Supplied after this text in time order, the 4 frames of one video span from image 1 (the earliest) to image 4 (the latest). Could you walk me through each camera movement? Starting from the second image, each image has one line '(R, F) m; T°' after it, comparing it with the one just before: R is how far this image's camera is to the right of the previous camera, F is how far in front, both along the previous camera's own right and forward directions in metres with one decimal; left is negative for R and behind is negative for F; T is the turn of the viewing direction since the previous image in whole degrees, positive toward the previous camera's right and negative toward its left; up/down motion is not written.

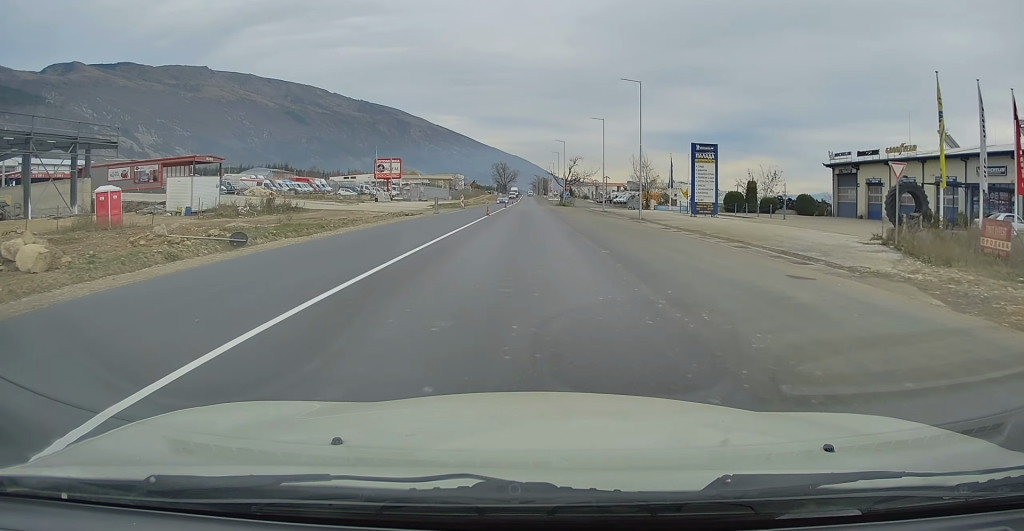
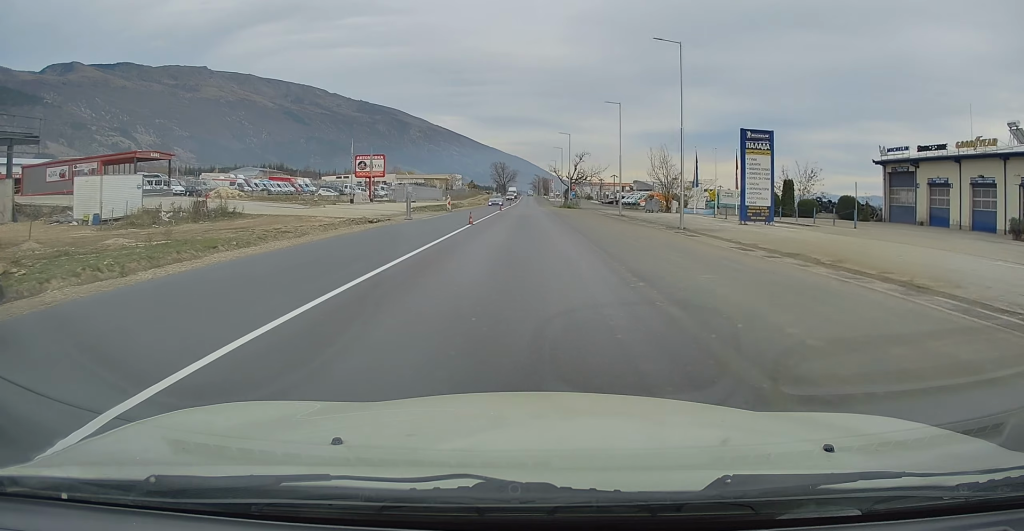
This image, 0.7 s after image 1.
(0.0, +10.7) m; 0°
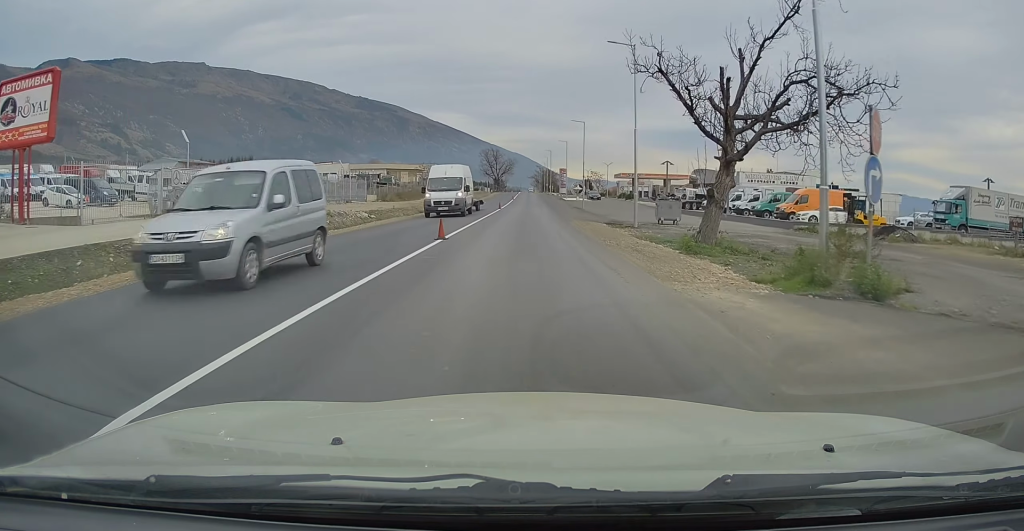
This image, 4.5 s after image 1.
(0.0, +62.1) m; 0°
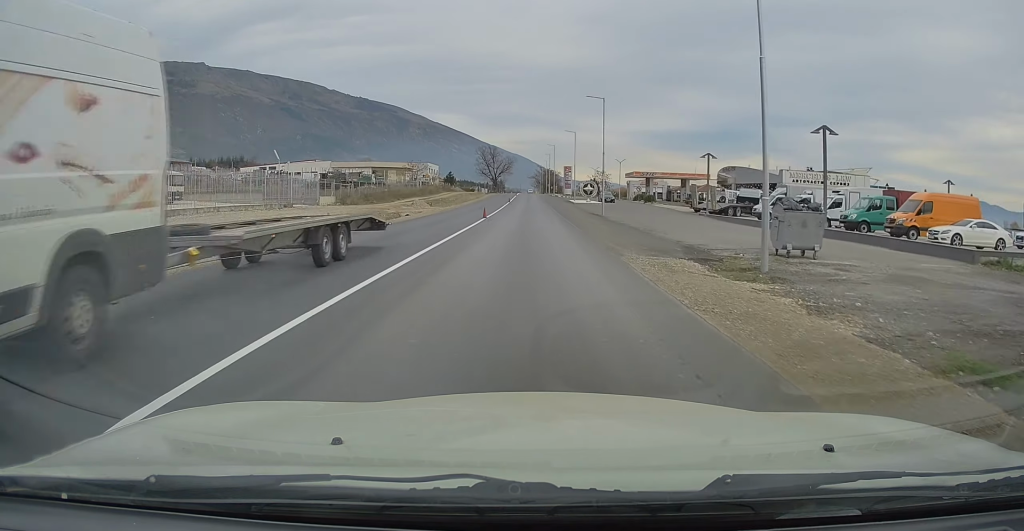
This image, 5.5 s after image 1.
(0.0, +16.2) m; 0°
